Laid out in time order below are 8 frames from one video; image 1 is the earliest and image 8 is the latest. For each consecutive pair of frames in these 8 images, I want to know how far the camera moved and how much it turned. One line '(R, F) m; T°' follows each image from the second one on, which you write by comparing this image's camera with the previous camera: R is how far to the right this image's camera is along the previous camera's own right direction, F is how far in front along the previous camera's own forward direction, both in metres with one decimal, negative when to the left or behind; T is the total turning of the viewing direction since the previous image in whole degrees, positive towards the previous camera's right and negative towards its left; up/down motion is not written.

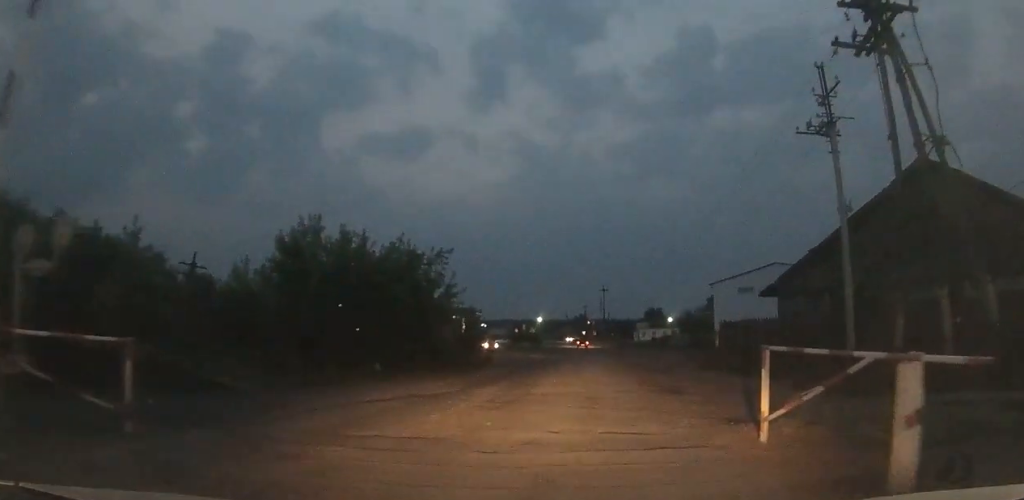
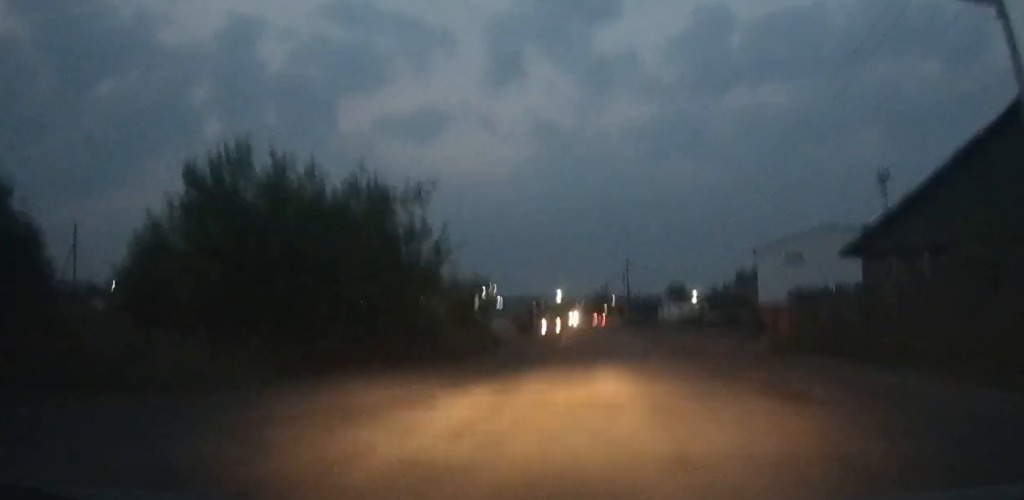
(+0.3, +11.9) m; +3°
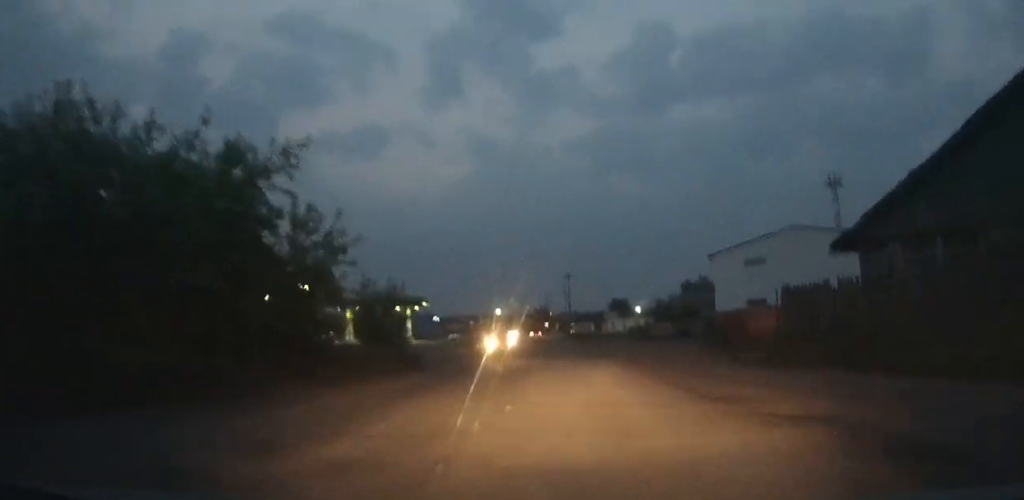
(+0.3, +8.0) m; 0°
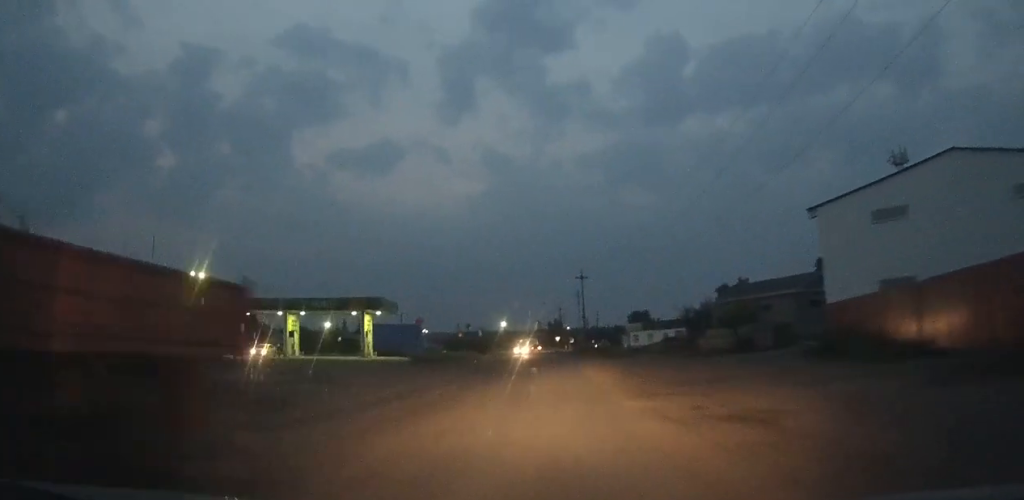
(-0.1, +26.9) m; -1°
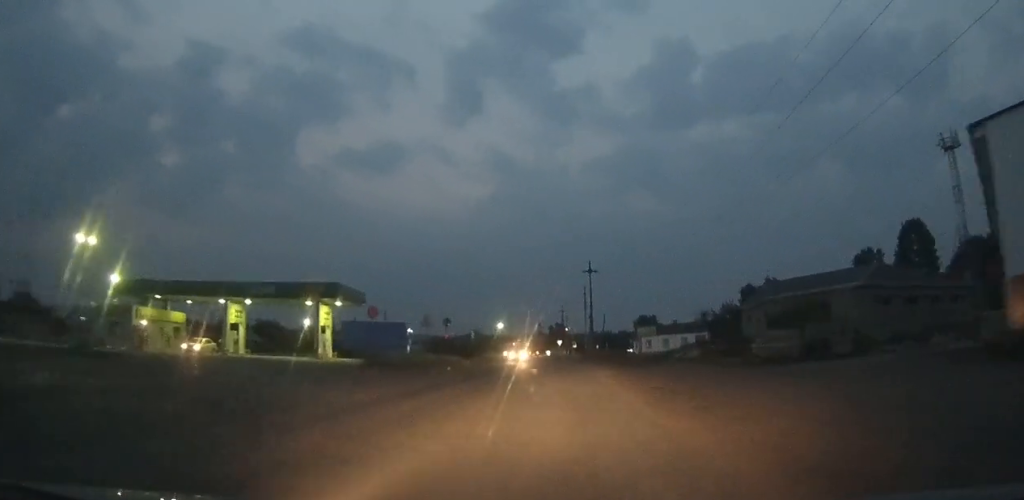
(0.0, +13.9) m; -1°
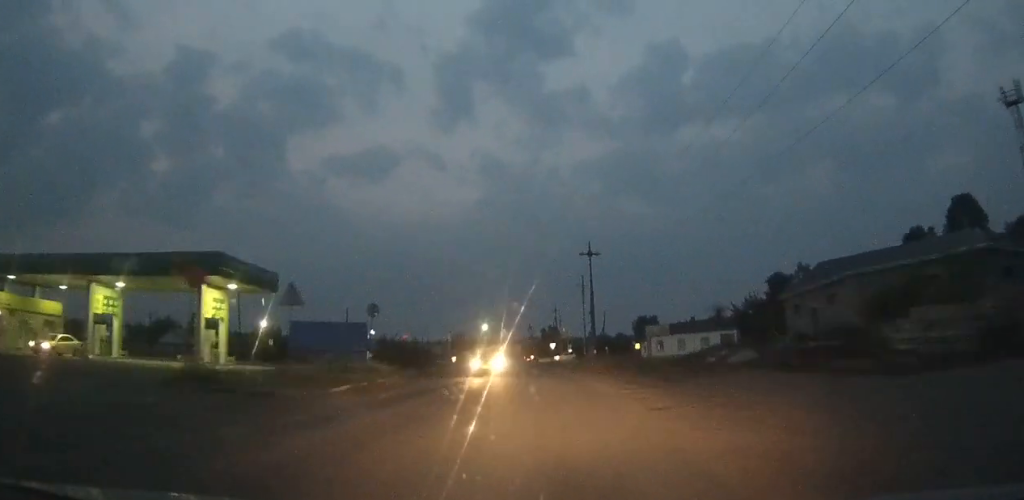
(+0.2, +16.4) m; -1°
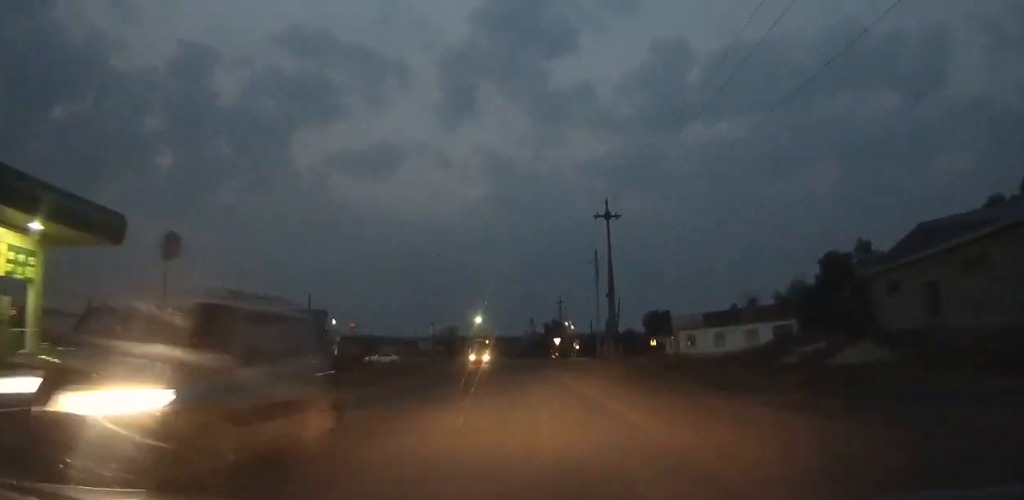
(-0.4, +15.1) m; -1°
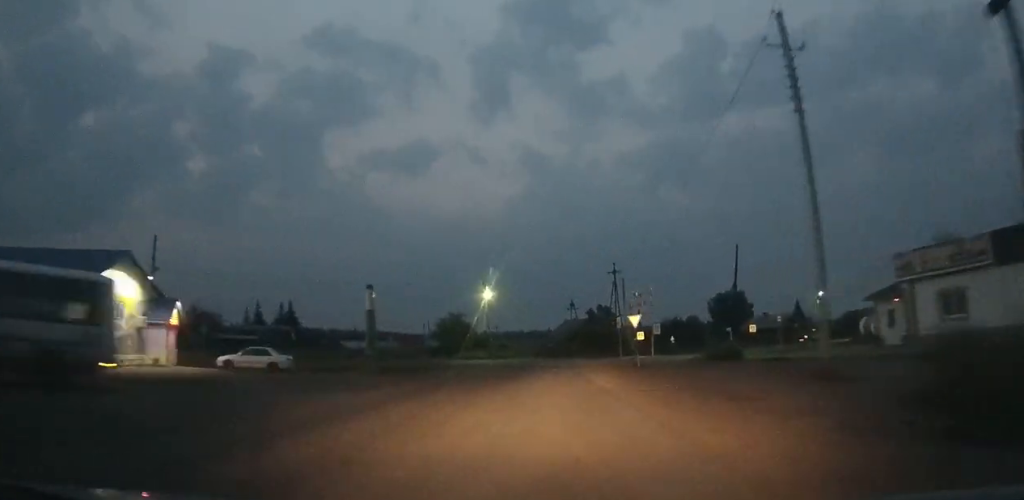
(-0.8, +34.4) m; -2°
